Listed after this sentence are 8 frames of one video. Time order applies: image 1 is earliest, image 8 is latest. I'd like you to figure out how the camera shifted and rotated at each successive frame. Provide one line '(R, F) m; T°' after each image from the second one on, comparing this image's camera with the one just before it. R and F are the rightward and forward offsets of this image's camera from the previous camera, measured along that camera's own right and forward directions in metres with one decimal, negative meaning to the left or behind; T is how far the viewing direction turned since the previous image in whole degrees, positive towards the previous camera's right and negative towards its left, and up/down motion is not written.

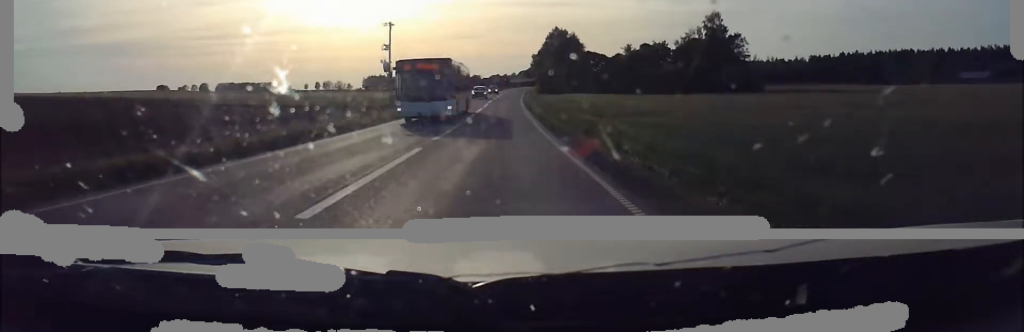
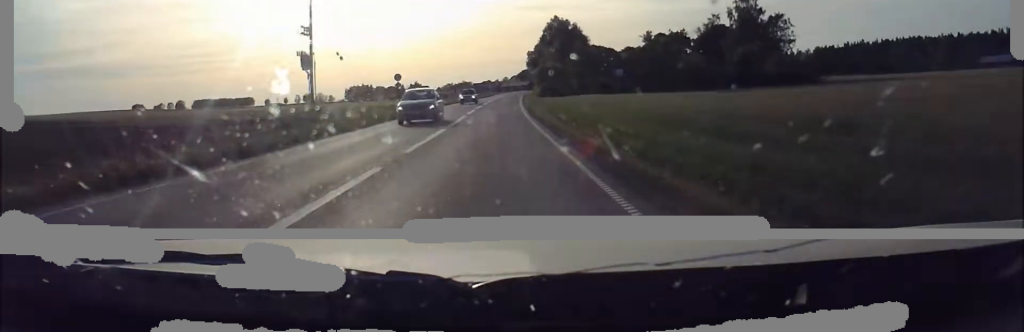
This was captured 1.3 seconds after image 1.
(-0.1, +28.1) m; -1°
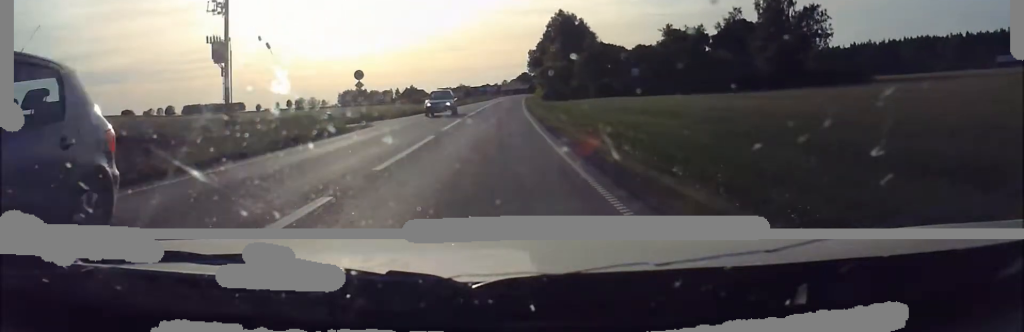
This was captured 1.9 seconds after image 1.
(-0.1, +14.8) m; 0°
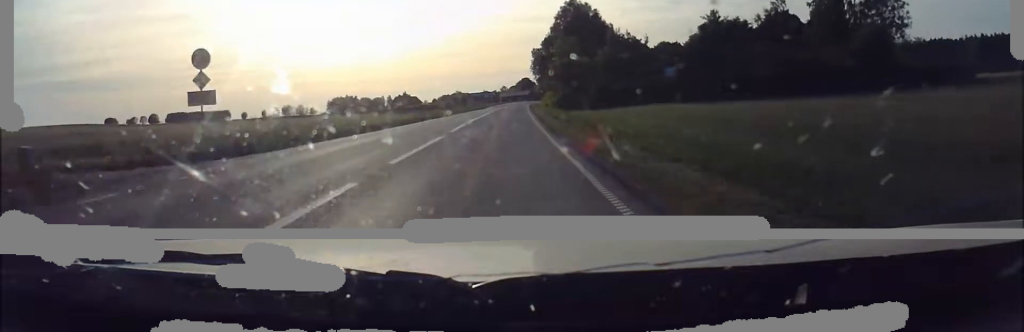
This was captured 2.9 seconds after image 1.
(+0.1, +22.4) m; 0°
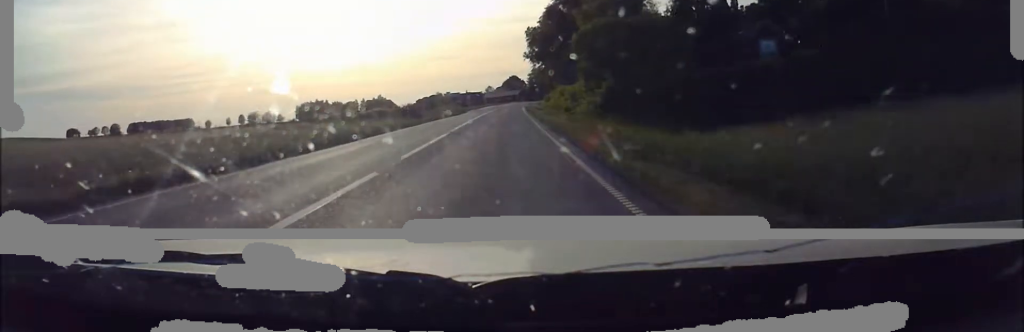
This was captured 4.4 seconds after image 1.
(-0.2, +33.6) m; 0°
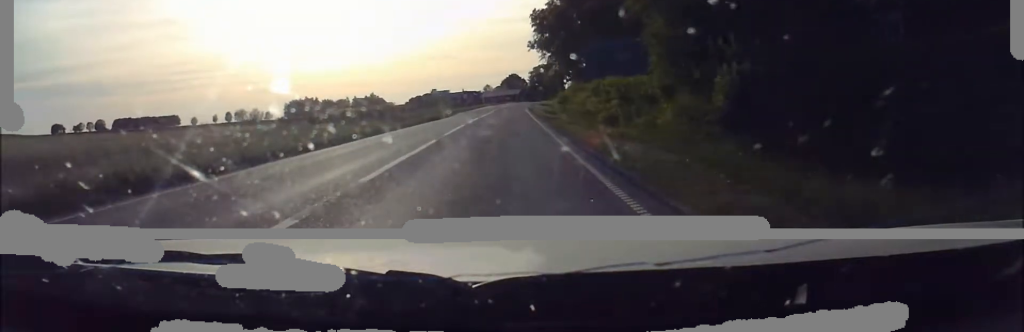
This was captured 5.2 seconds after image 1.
(+0.4, +16.4) m; +1°
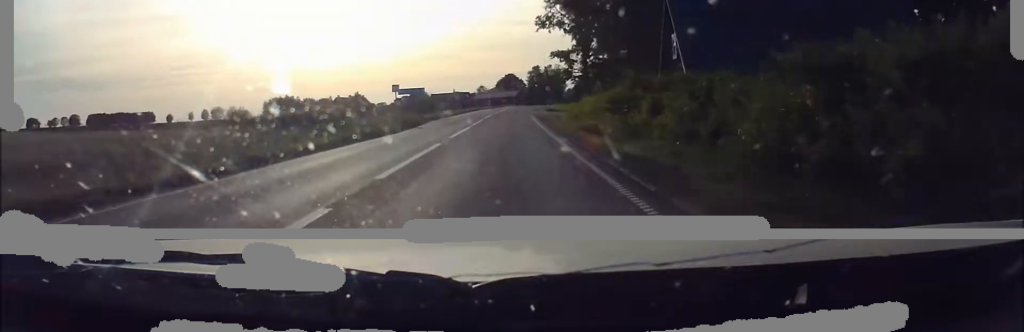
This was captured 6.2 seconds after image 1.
(+0.3, +22.9) m; +1°
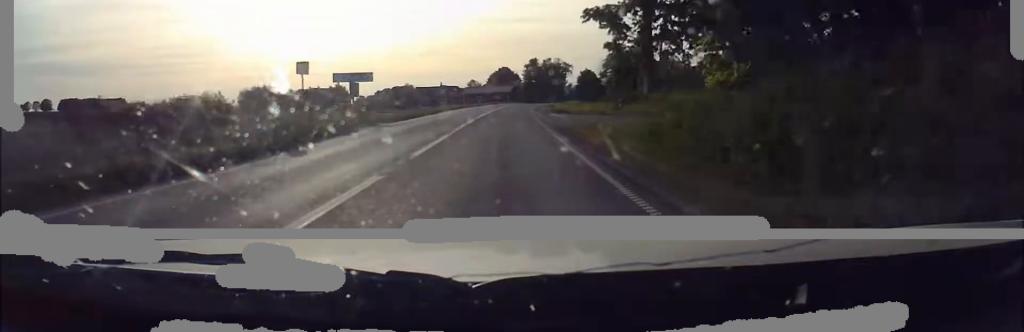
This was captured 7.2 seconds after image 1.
(0.0, +21.4) m; 0°
